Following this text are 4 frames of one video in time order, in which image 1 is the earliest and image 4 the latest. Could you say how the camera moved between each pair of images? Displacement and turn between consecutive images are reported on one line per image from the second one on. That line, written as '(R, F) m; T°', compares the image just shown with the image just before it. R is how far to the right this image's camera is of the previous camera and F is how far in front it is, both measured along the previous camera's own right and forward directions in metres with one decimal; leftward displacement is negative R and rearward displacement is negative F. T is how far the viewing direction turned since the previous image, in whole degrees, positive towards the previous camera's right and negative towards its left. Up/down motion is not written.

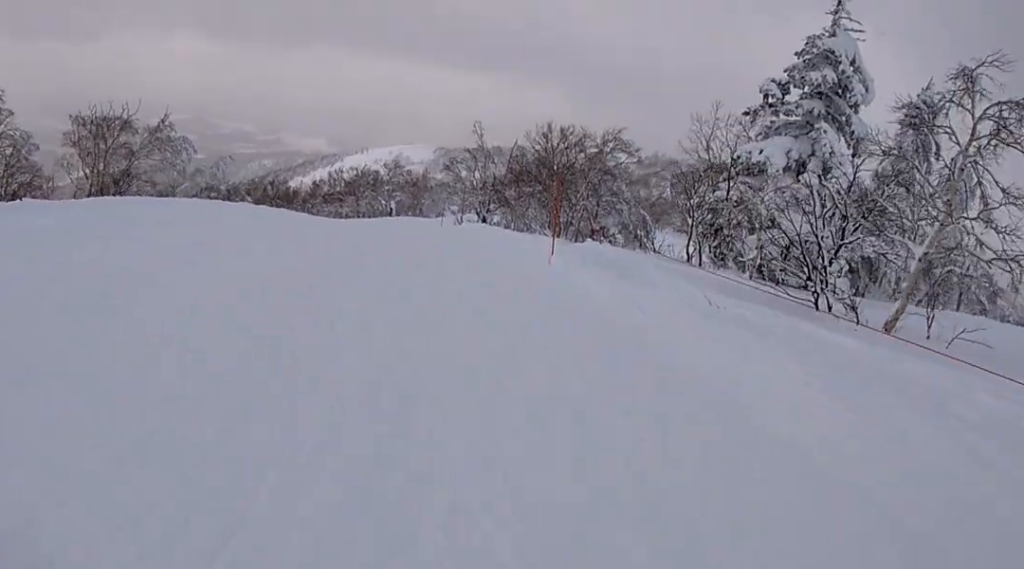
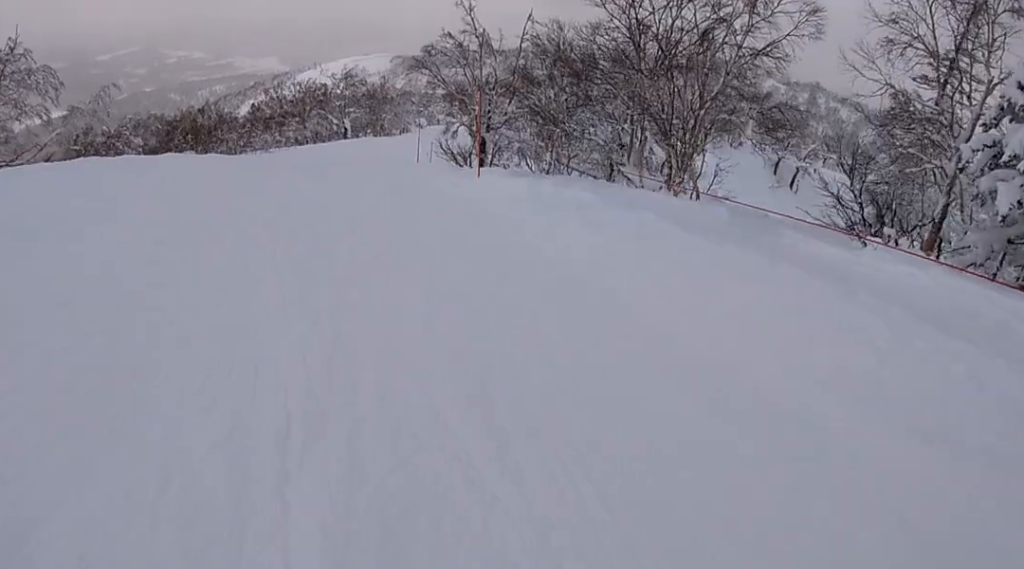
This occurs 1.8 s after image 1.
(-4.0, +16.2) m; -21°
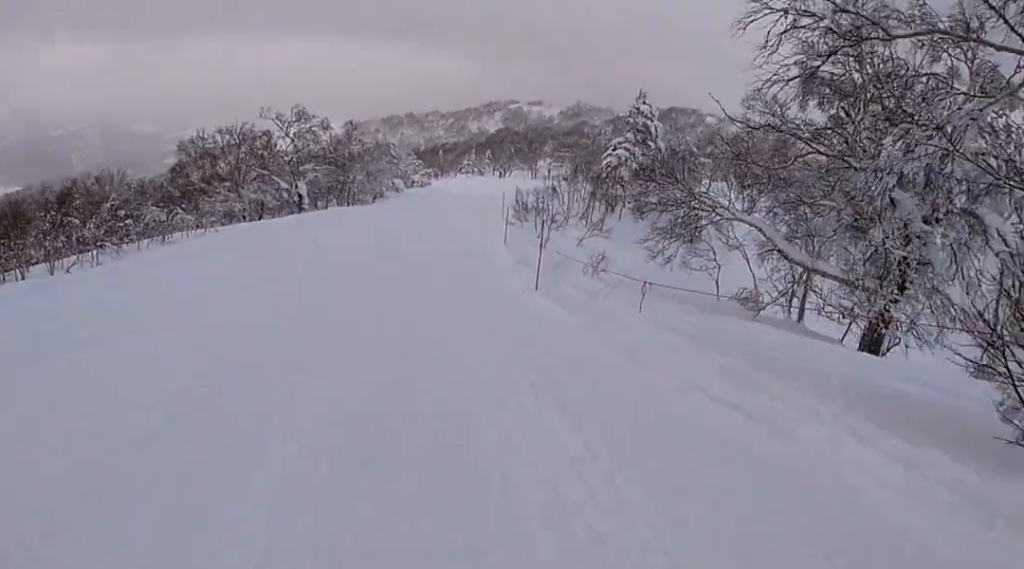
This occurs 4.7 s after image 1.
(+4.0, +29.2) m; +16°
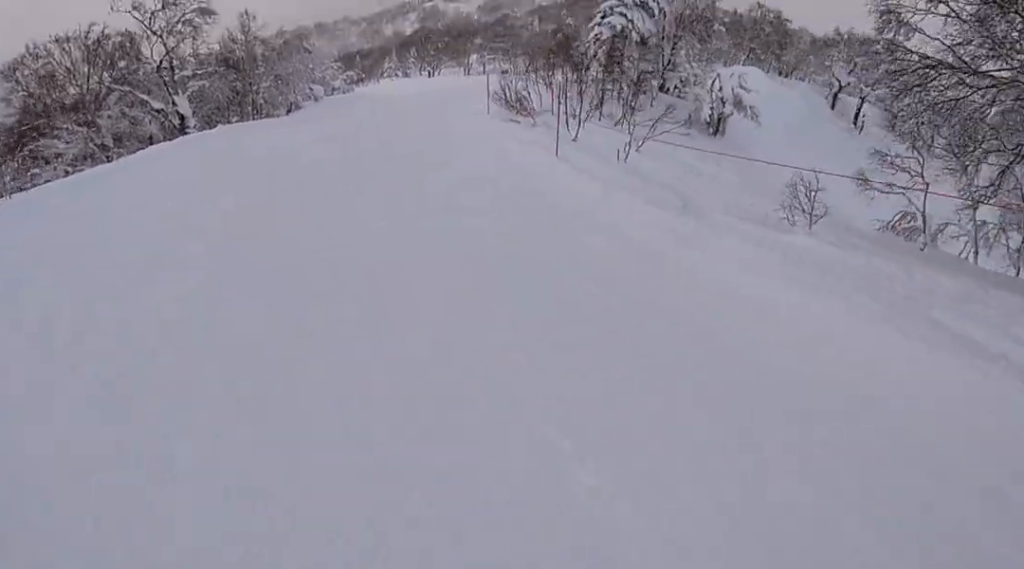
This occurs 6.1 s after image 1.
(+0.1, +14.5) m; -1°
